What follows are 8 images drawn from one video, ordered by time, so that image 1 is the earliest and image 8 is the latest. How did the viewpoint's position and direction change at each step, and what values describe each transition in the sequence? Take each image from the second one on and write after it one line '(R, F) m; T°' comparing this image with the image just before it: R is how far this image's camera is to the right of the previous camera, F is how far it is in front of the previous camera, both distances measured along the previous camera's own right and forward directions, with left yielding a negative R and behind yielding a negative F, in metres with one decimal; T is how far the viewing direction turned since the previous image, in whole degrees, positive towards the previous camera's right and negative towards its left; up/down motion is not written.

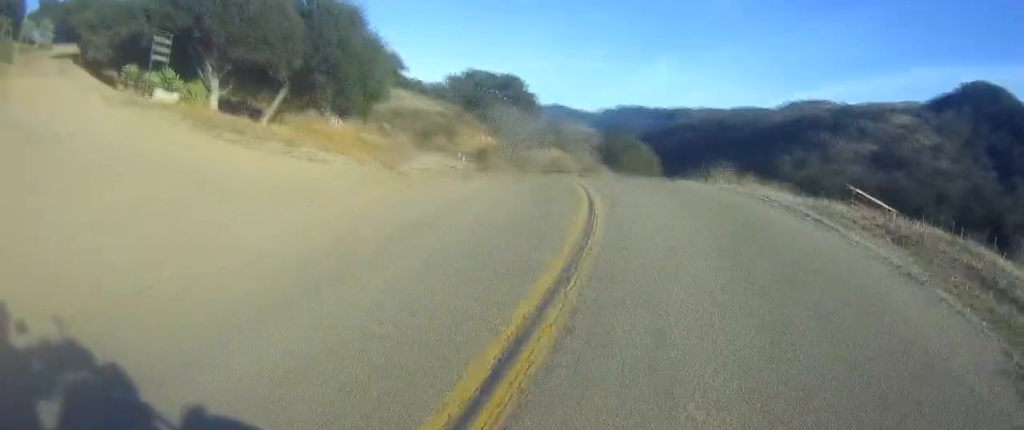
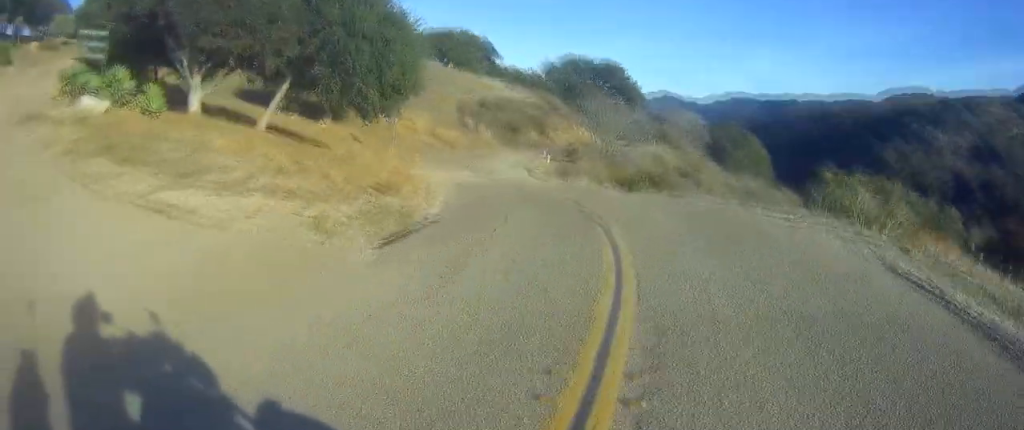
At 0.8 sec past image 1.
(-0.5, +7.7) m; -8°
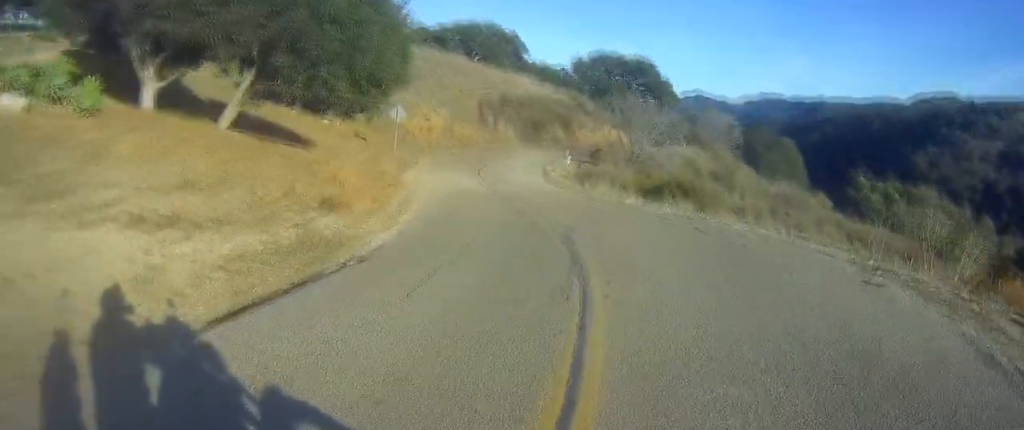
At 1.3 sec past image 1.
(+0.3, +4.1) m; -4°
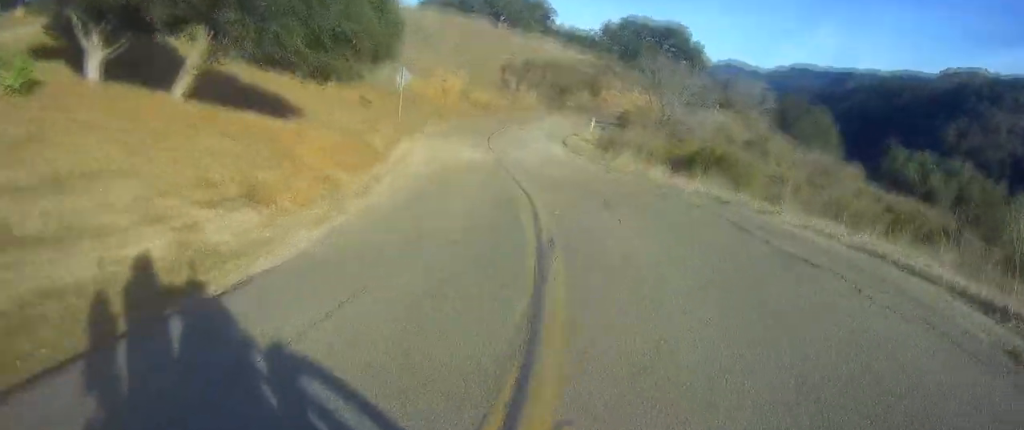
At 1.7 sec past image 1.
(-0.5, +3.8) m; -5°
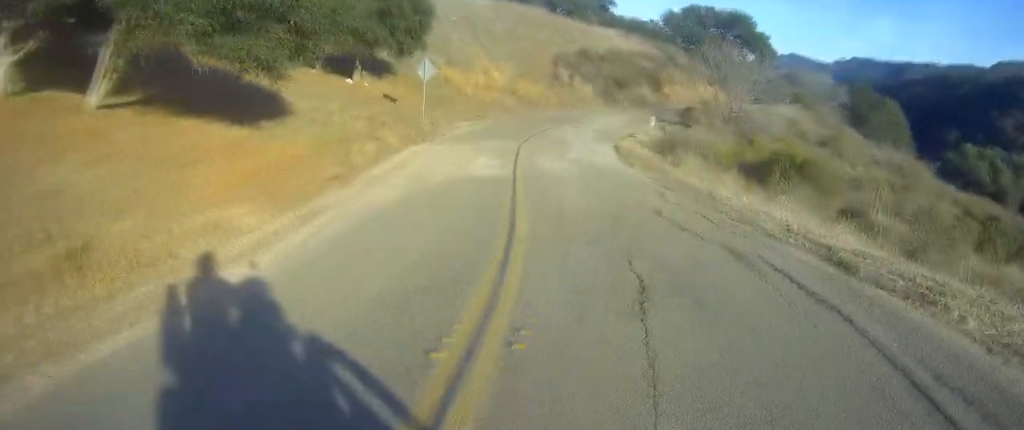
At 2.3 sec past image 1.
(-0.3, +5.8) m; -7°
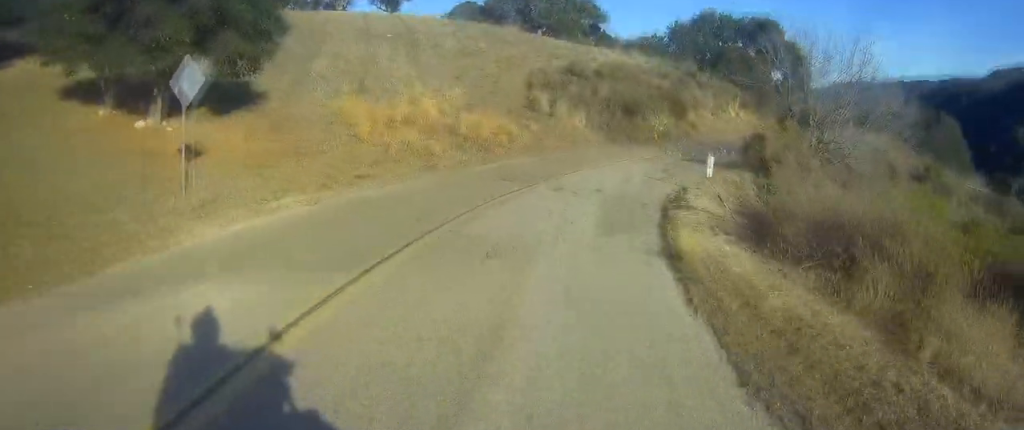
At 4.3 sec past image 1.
(-2.3, +18.0) m; -9°
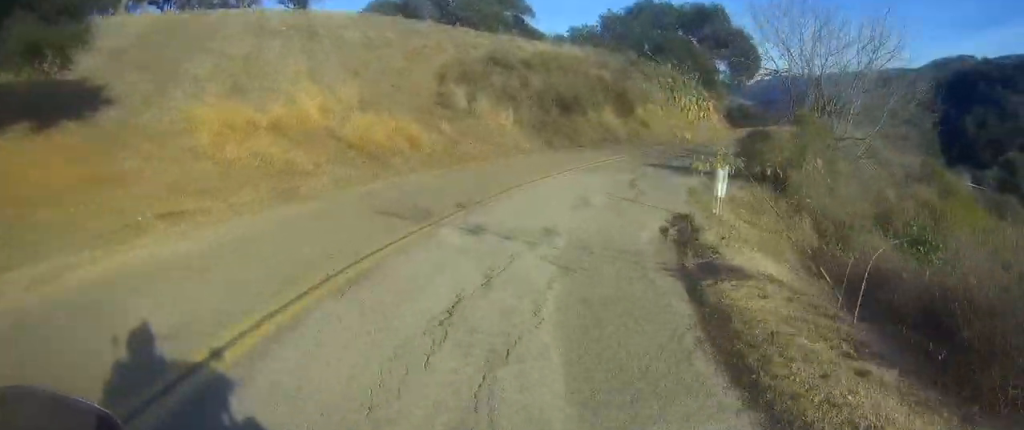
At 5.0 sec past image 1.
(0.0, +7.4) m; +5°
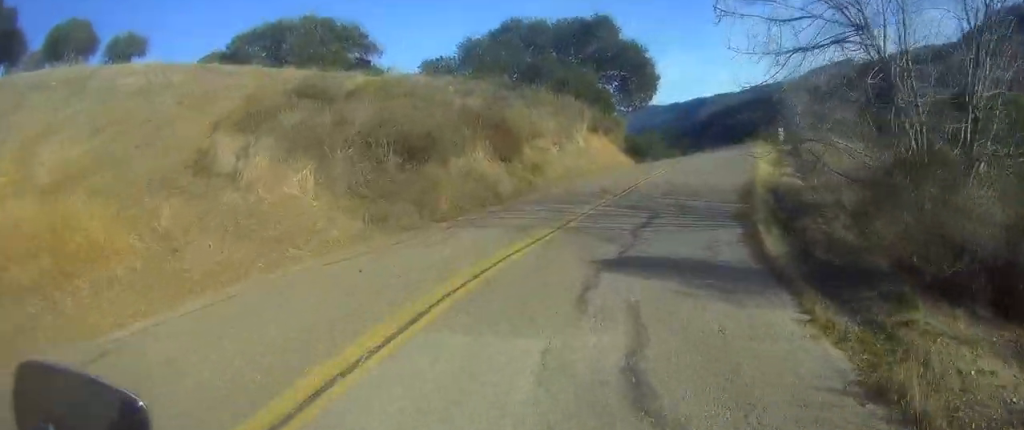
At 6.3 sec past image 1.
(+1.2, +12.3) m; +8°
